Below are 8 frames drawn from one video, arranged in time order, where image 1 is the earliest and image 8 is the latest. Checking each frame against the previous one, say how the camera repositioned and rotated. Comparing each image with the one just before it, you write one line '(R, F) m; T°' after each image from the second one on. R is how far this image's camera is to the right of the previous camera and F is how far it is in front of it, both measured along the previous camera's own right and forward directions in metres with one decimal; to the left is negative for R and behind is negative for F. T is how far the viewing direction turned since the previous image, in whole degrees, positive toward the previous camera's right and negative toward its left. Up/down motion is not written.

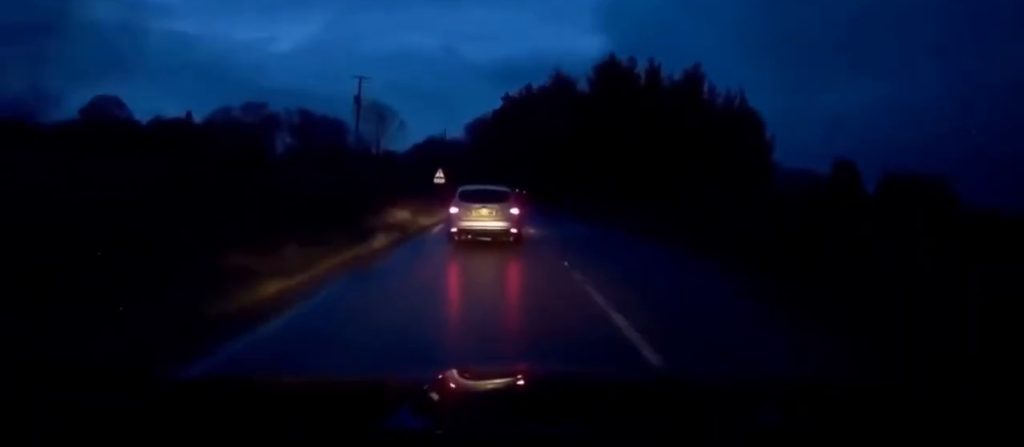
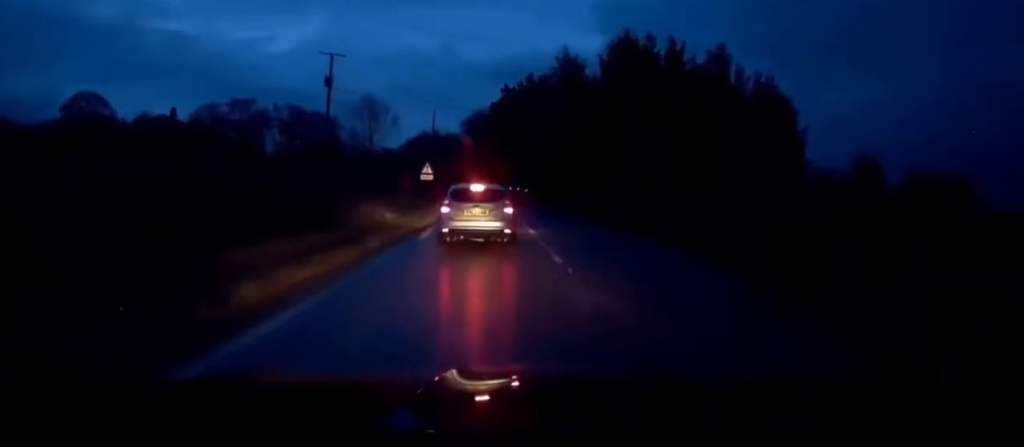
(0.0, +11.0) m; 0°
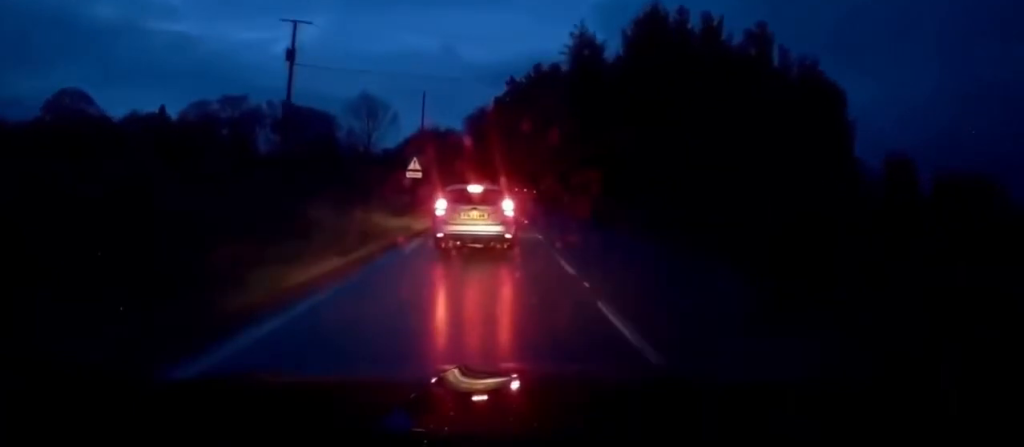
(0.0, +11.1) m; 0°
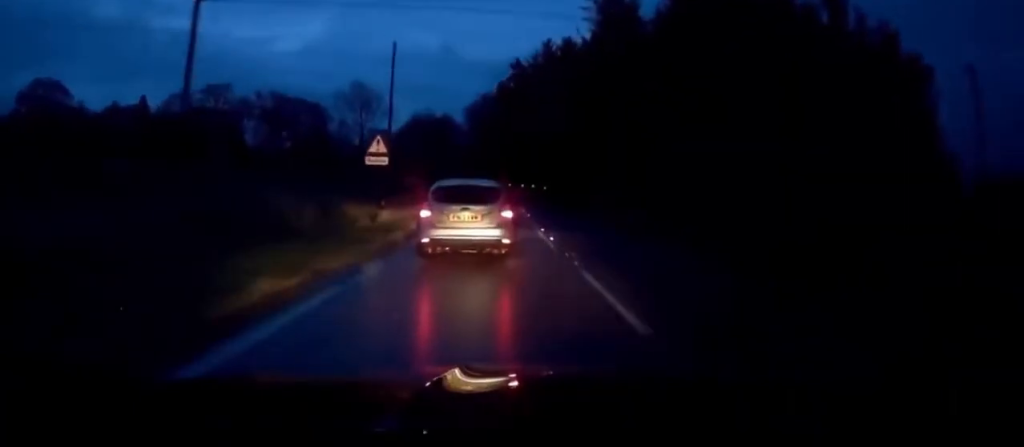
(0.0, +14.5) m; +1°
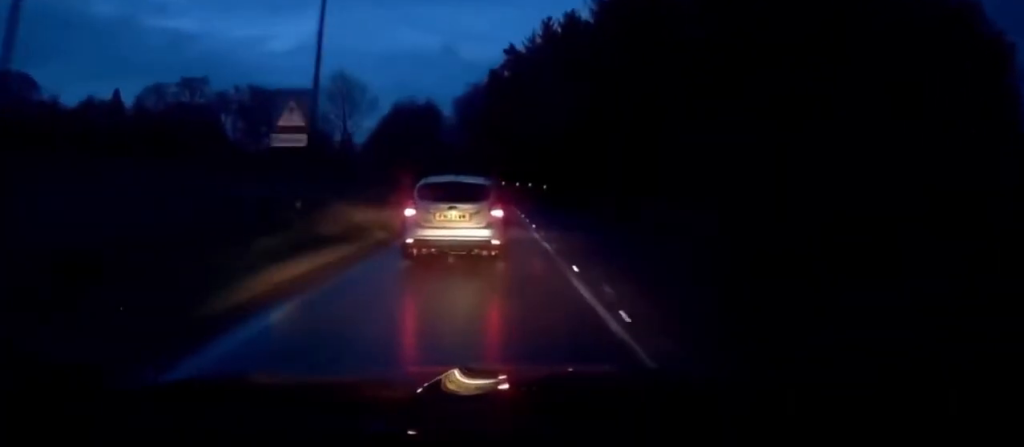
(+0.1, +12.3) m; +1°
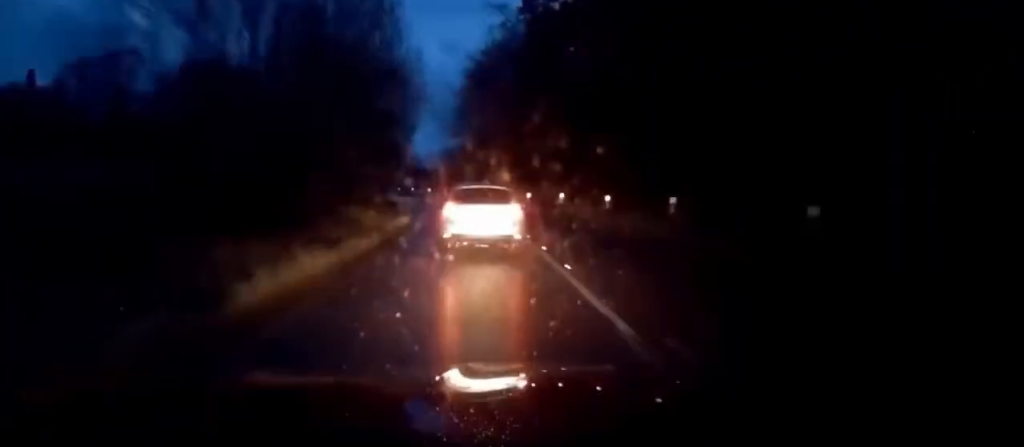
(+0.3, +54.3) m; -3°
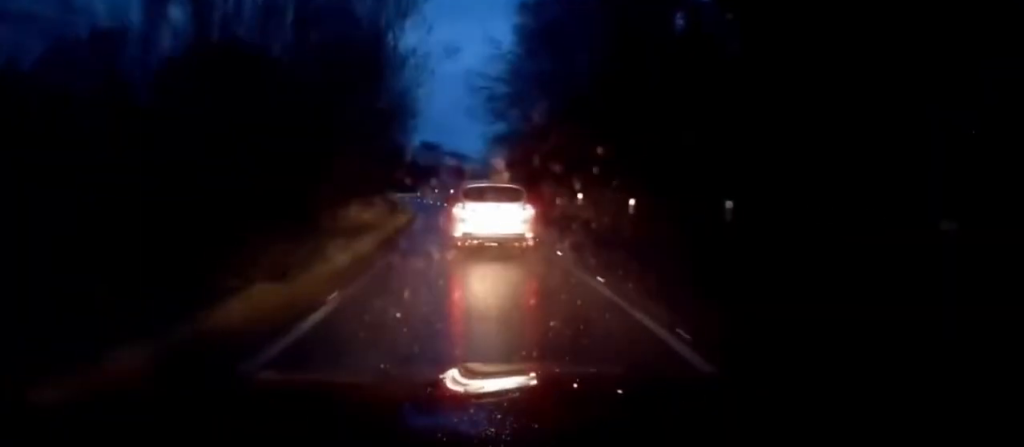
(-0.5, +21.7) m; -3°
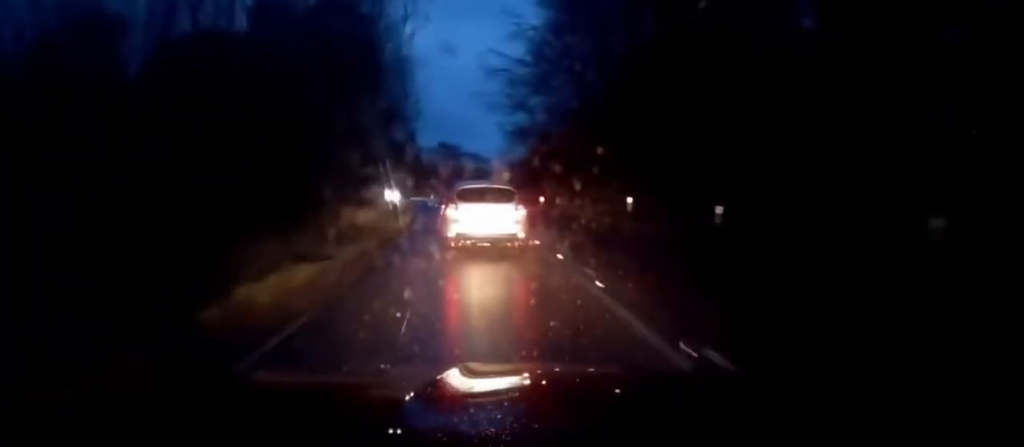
(-0.3, +9.1) m; -1°
